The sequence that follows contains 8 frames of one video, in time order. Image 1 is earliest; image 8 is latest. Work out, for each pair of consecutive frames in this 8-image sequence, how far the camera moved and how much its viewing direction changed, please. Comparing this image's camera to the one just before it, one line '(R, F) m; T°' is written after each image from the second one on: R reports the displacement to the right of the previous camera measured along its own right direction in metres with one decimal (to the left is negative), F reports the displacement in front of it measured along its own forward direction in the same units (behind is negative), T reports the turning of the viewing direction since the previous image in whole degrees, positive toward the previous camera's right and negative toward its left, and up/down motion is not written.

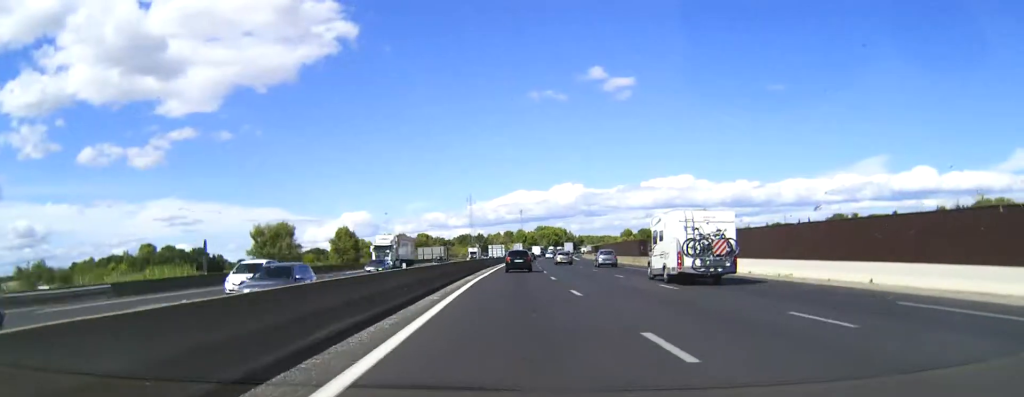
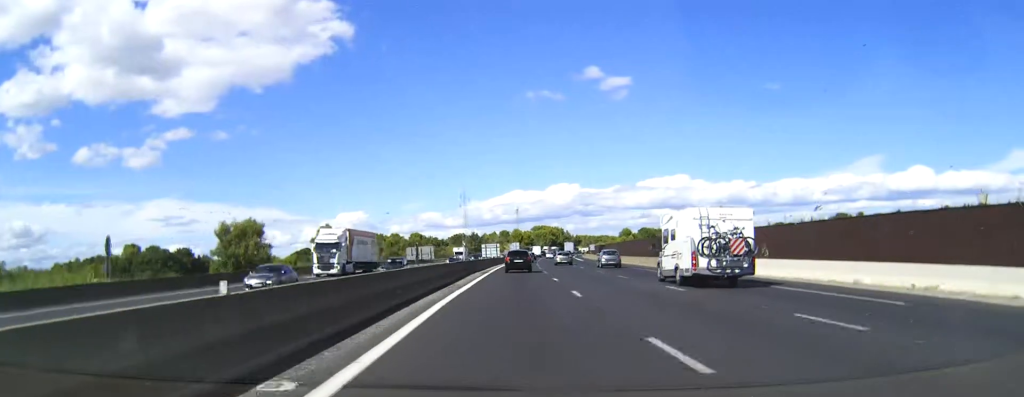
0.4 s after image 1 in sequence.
(+0.2, +13.6) m; 0°
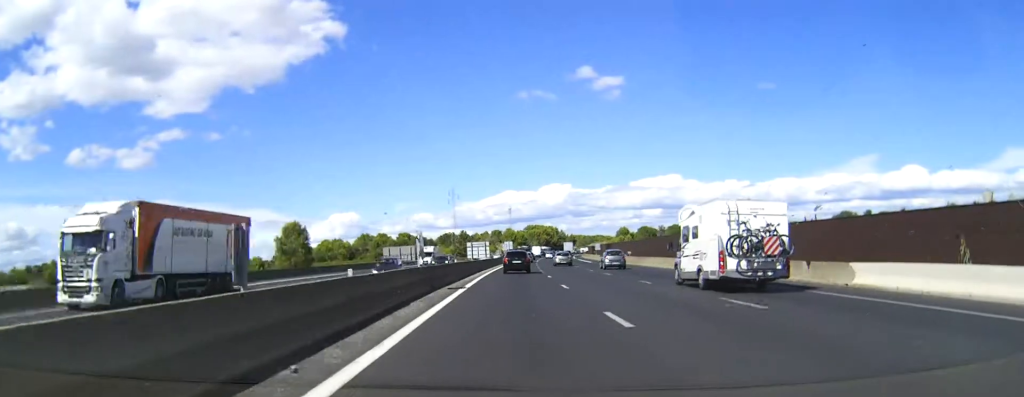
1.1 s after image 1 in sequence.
(+0.1, +21.1) m; 0°
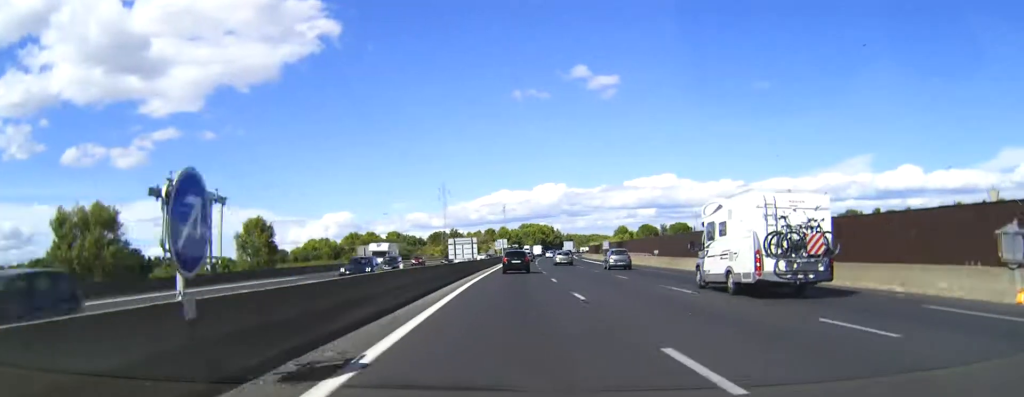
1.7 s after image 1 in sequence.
(0.0, +19.0) m; 0°
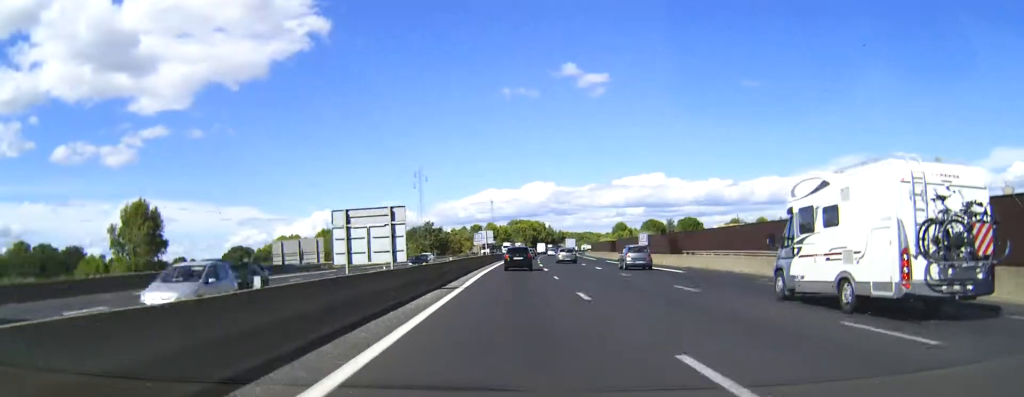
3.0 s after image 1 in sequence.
(0.0, +40.3) m; 0°
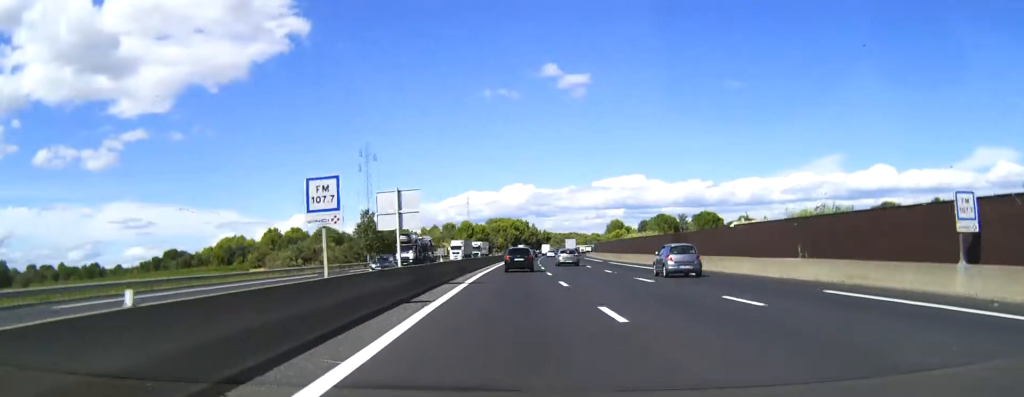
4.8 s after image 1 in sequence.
(+1.2, +58.8) m; +2°
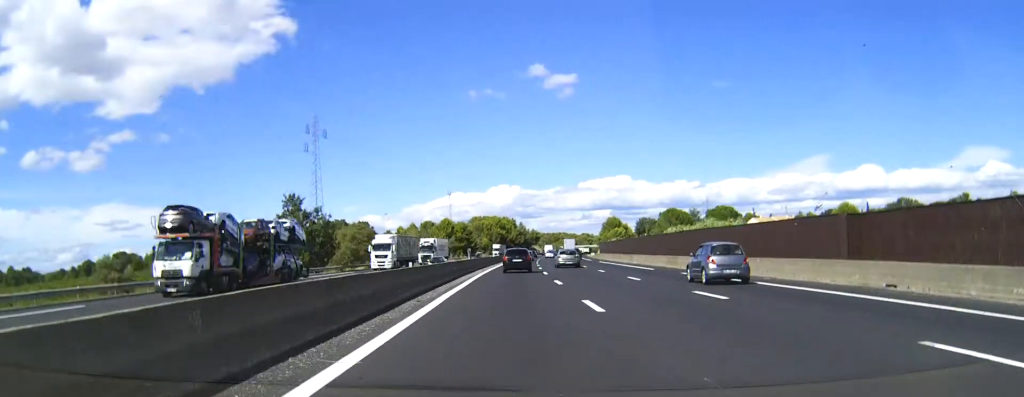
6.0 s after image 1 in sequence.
(+0.2, +37.2) m; +1°
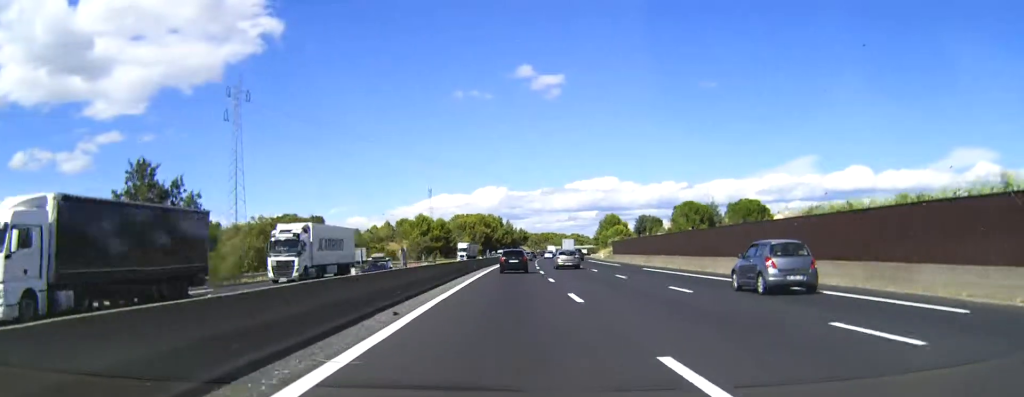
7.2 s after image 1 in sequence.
(+0.4, +36.6) m; +1°
